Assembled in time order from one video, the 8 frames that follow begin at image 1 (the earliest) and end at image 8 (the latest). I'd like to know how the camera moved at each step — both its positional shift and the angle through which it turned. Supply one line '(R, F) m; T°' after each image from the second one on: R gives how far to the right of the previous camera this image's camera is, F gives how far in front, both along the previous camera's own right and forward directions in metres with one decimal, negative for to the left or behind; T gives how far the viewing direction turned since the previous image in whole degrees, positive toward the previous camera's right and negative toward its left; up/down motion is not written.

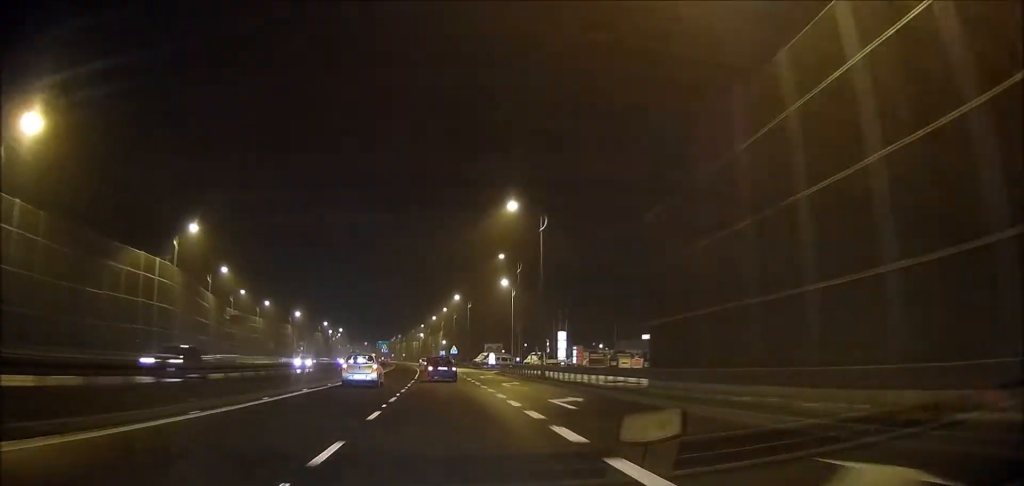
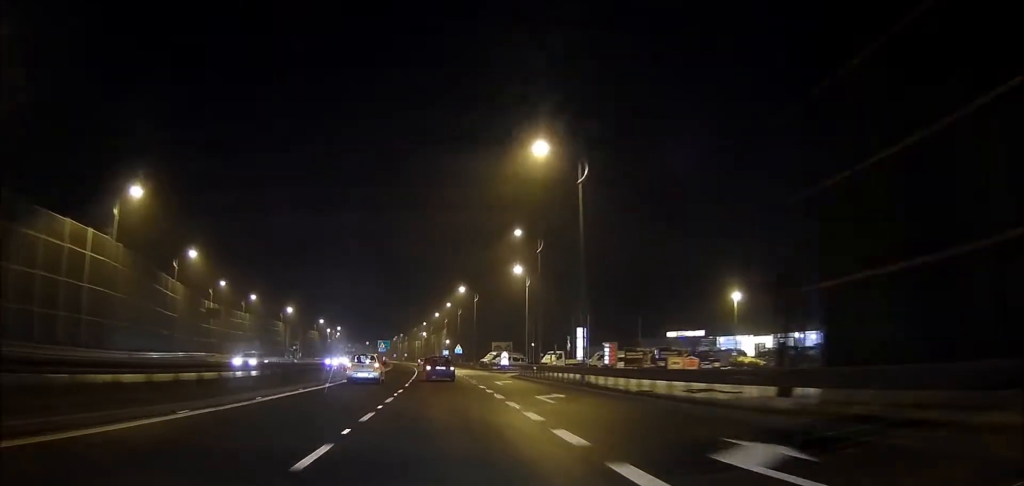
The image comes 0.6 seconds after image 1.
(0.0, +12.4) m; 0°
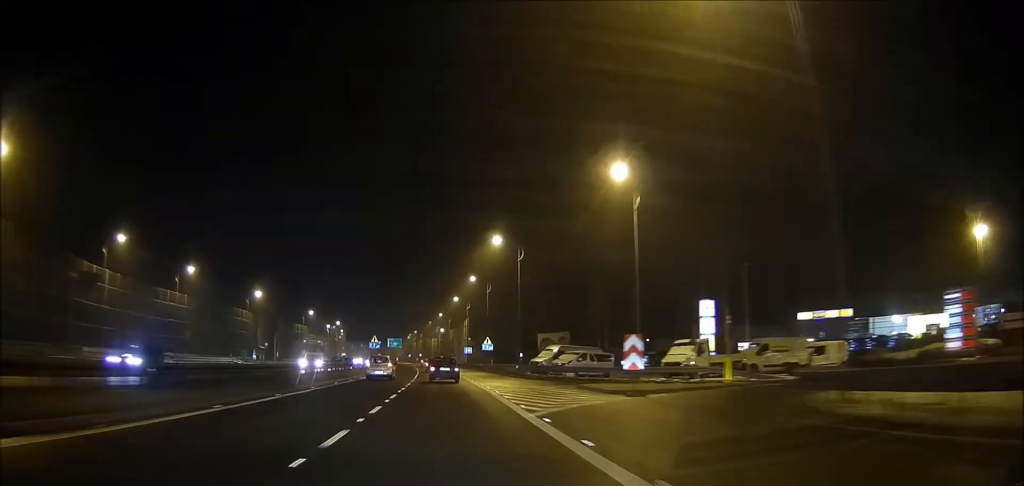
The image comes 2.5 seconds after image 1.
(0.0, +39.5) m; 0°
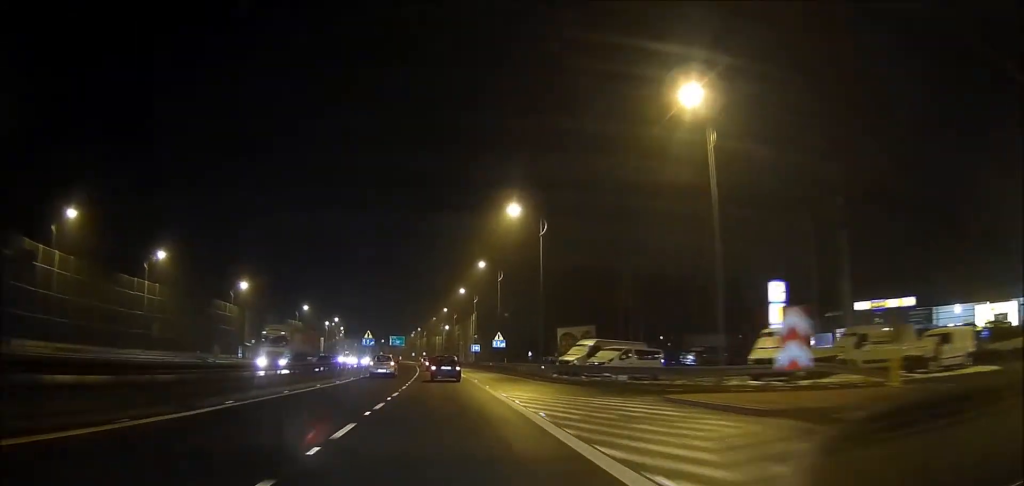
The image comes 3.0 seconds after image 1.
(0.0, +11.2) m; 0°
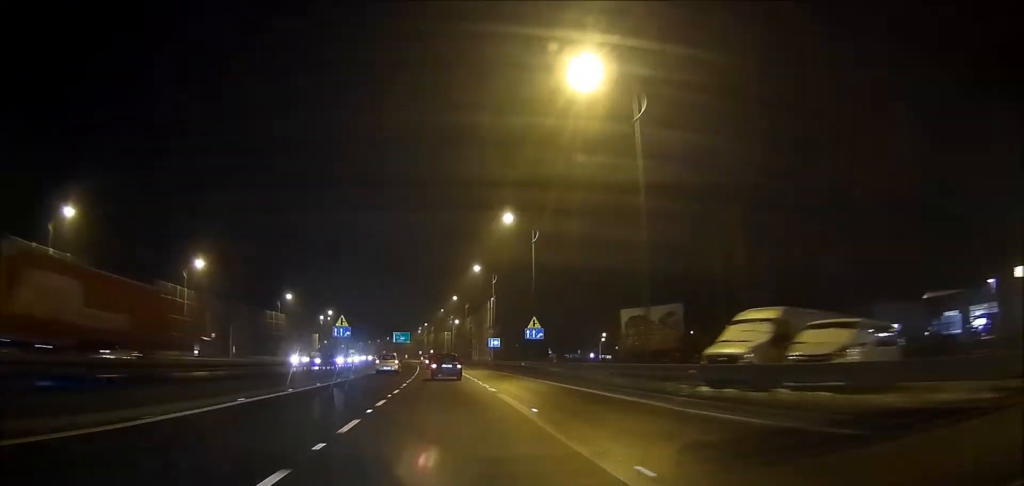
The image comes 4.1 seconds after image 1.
(0.0, +23.1) m; -1°
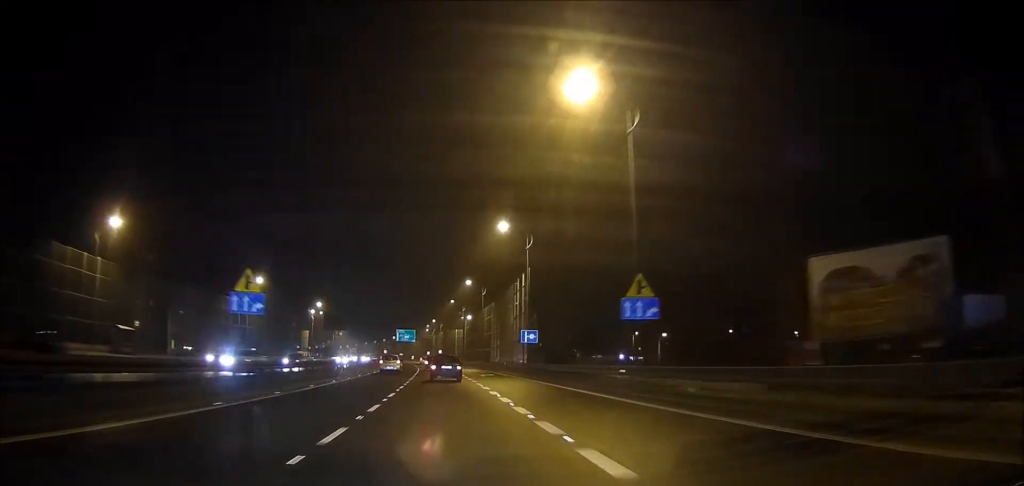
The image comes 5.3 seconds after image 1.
(-0.5, +25.4) m; -2°
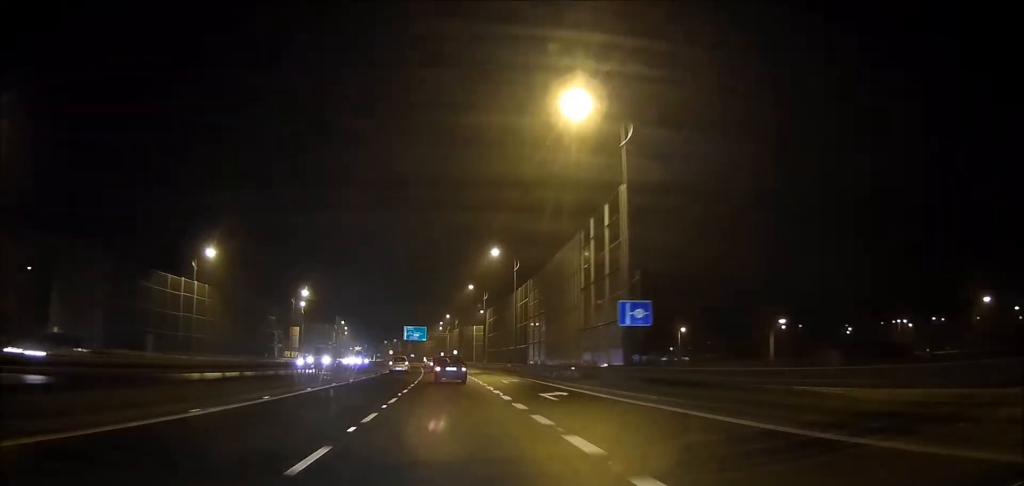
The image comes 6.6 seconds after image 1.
(-0.4, +26.2) m; -1°
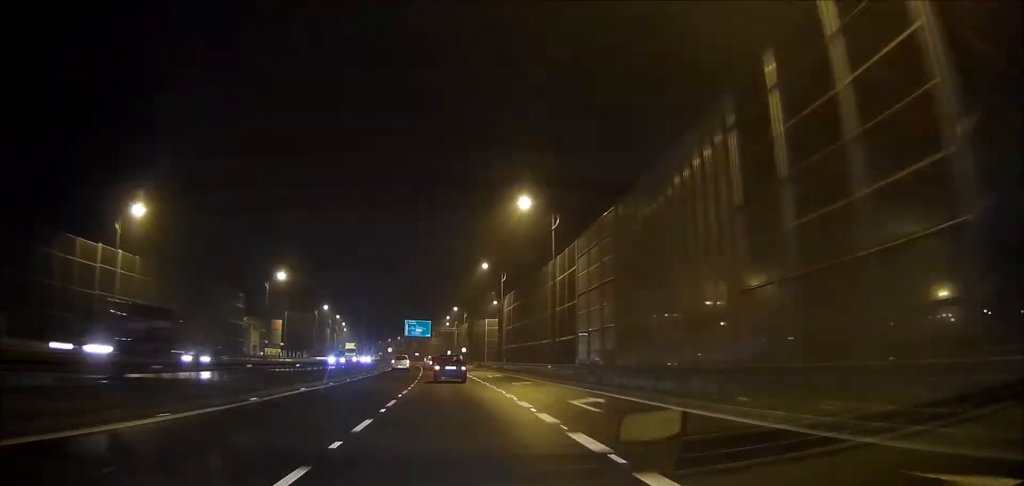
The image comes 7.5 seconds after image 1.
(-0.1, +20.0) m; -1°
